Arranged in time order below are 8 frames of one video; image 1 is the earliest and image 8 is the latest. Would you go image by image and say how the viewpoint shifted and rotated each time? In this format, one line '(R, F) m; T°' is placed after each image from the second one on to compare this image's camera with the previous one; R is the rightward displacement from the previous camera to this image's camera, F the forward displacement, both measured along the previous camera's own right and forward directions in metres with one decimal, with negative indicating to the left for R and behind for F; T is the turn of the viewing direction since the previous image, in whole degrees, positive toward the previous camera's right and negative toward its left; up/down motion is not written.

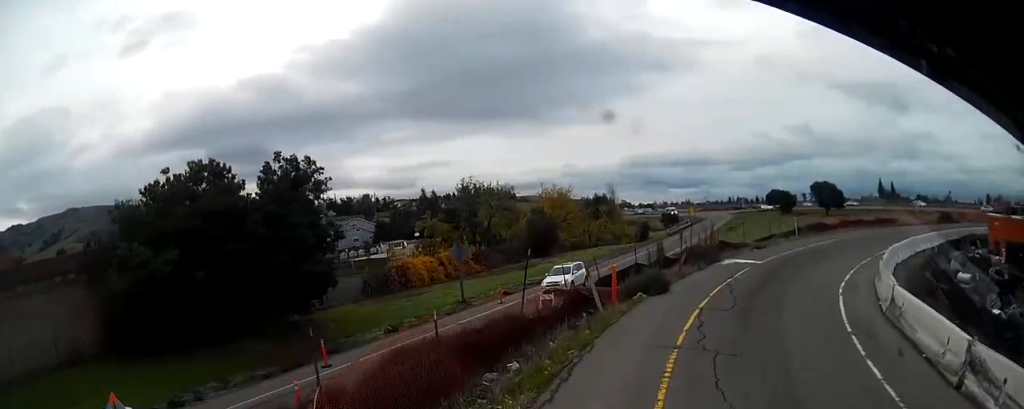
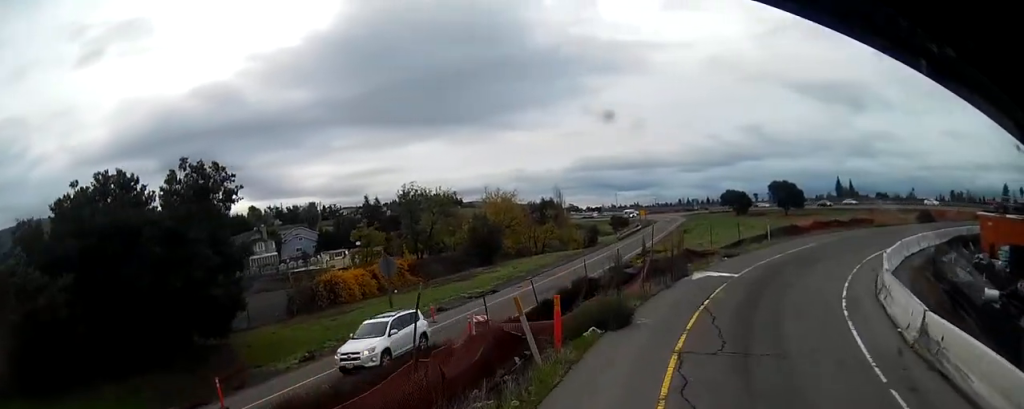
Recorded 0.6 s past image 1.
(-0.2, +4.1) m; -1°
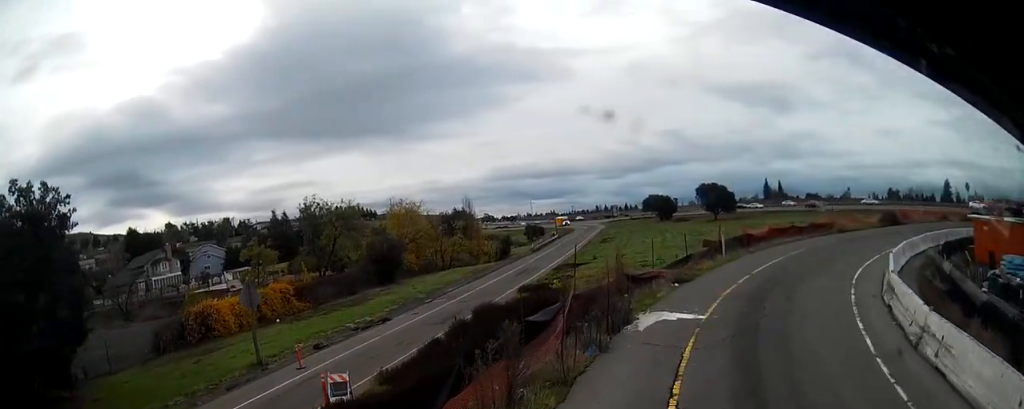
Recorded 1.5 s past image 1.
(+0.1, +6.7) m; +7°
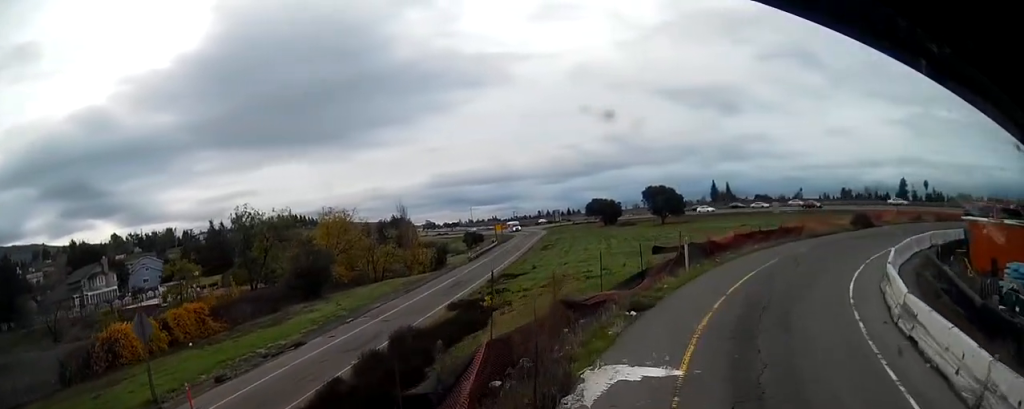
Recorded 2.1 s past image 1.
(+0.3, +4.2) m; +6°
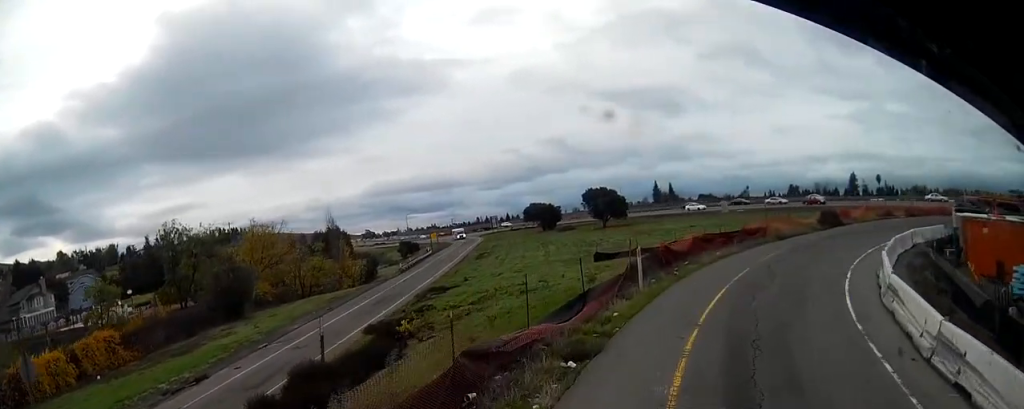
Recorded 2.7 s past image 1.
(+0.4, +4.3) m; +5°
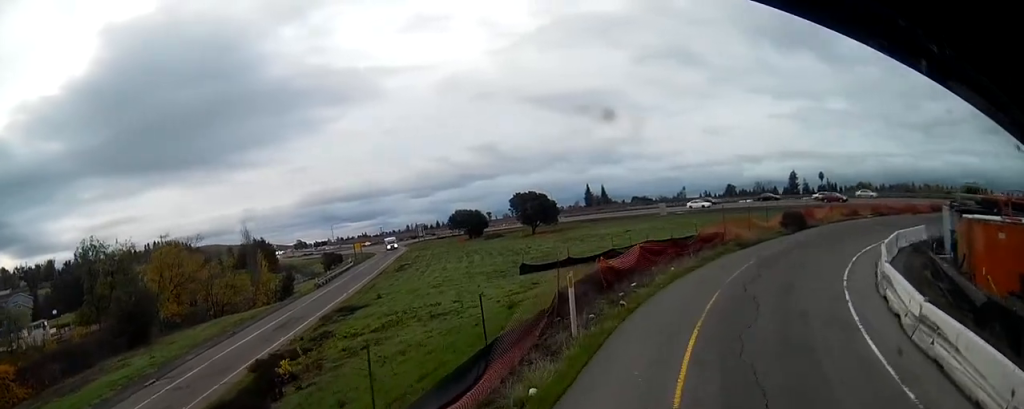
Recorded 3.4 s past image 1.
(+0.1, +5.1) m; +4°
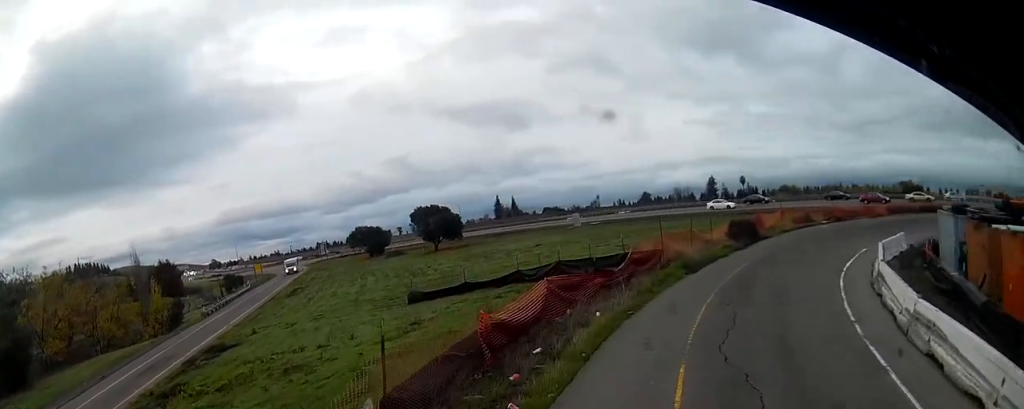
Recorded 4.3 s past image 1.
(+0.4, +6.2) m; +8°
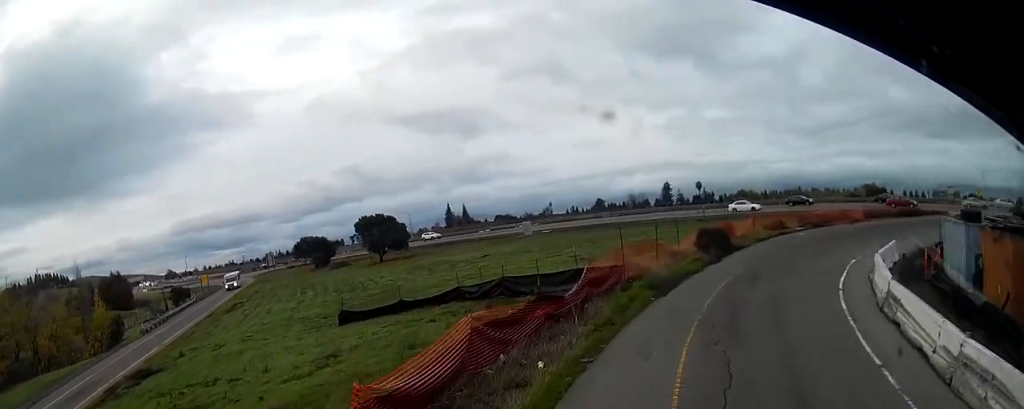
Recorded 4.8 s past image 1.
(0.0, +3.3) m; +5°
